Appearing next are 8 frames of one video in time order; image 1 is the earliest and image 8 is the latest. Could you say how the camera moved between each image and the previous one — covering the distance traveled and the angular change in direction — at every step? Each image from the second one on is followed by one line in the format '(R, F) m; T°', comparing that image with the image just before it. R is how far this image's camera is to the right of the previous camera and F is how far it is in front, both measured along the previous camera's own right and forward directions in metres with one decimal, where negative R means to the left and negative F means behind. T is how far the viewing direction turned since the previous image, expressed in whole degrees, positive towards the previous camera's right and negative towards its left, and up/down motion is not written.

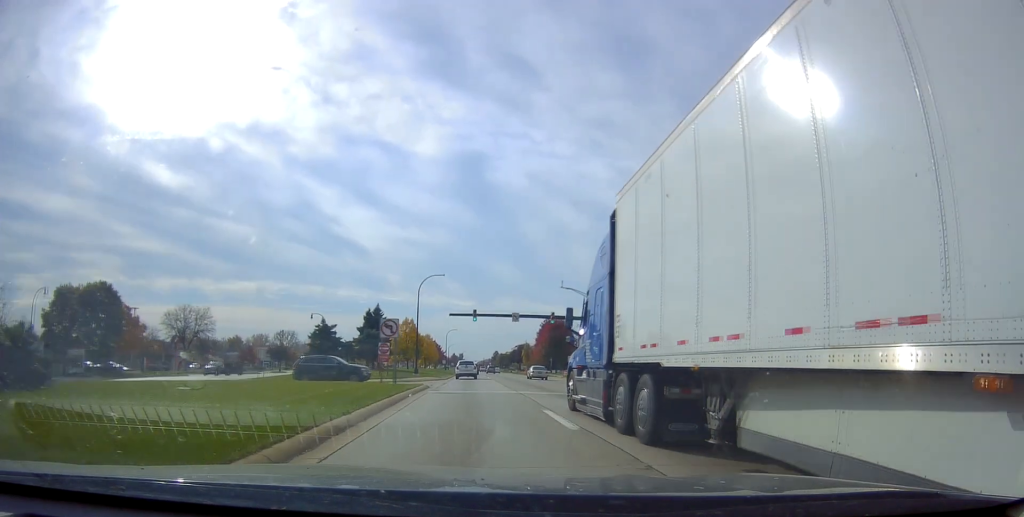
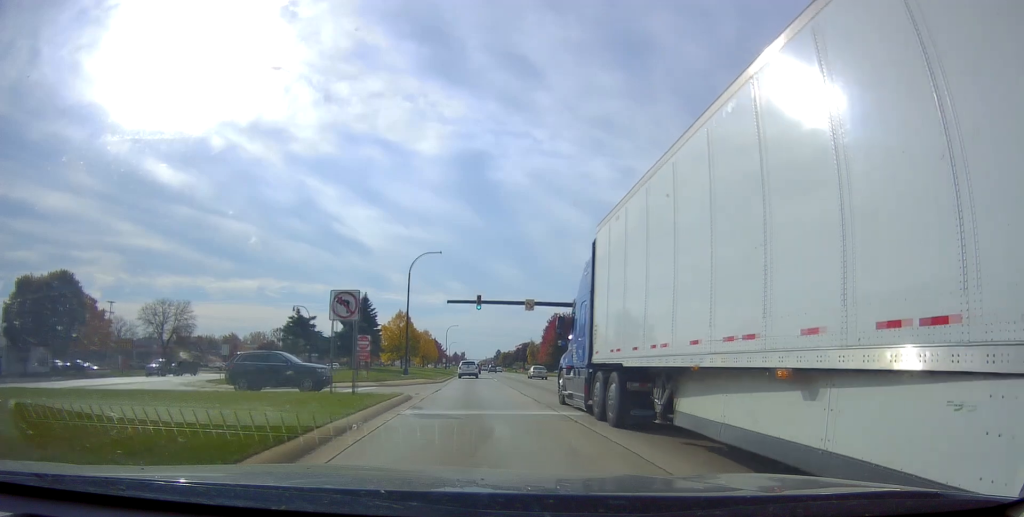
(+0.1, +10.9) m; -1°
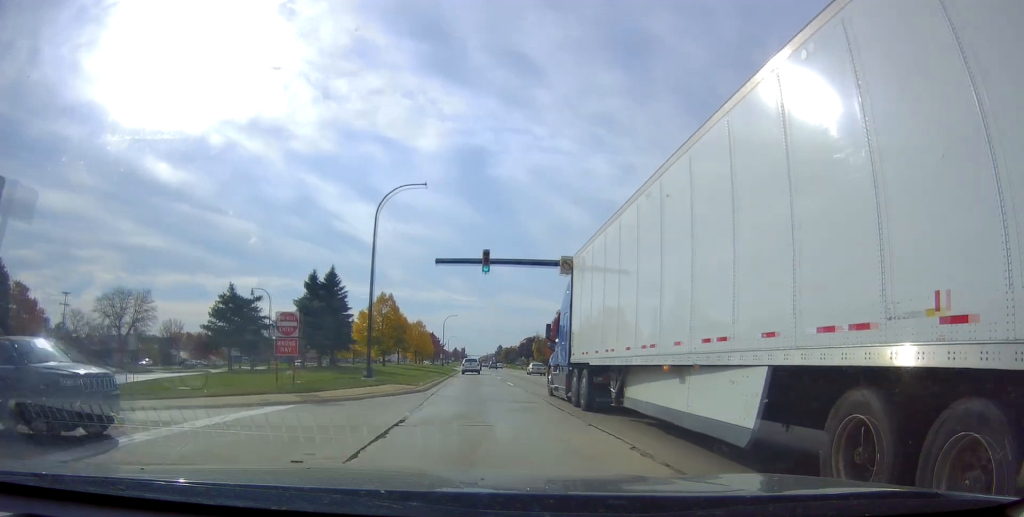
(-0.4, +16.7) m; -2°
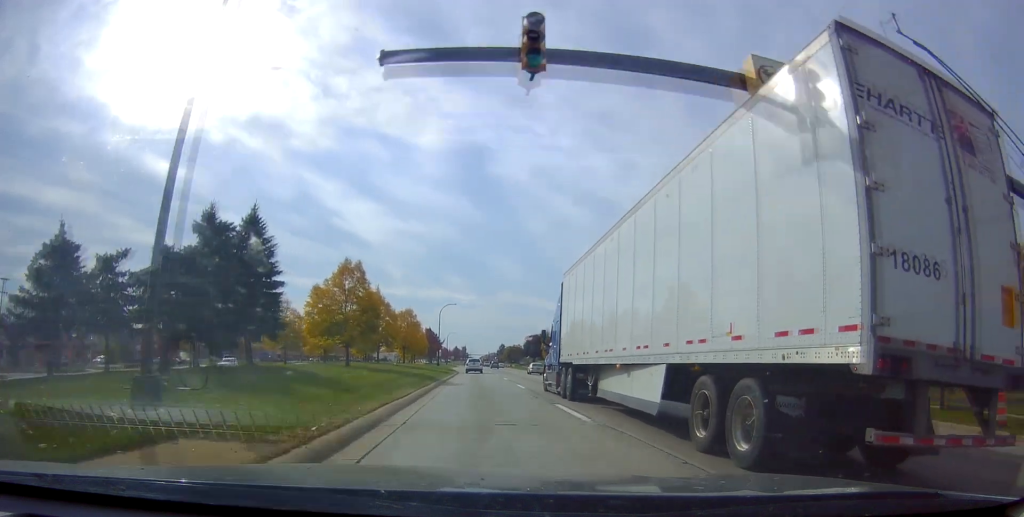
(-0.3, +19.7) m; +1°
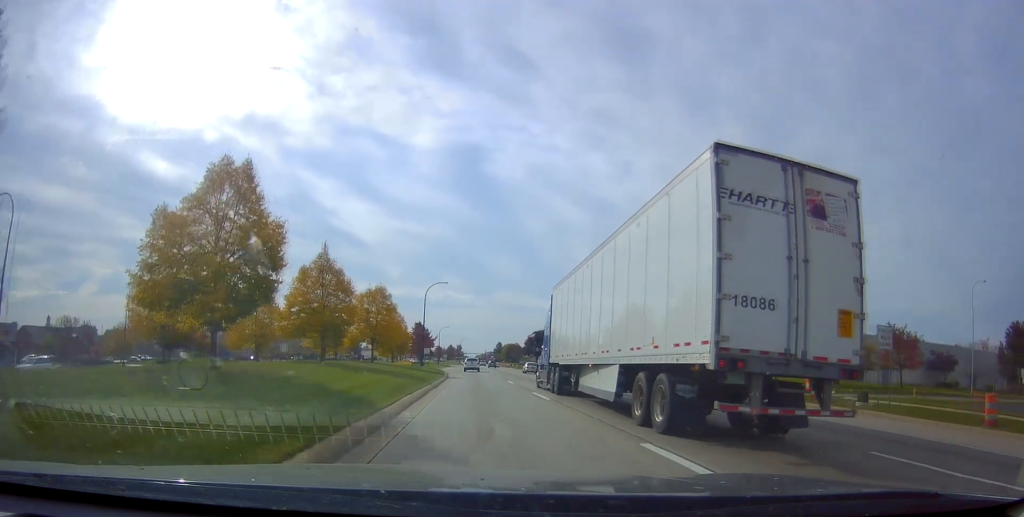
(+0.7, +23.1) m; 0°
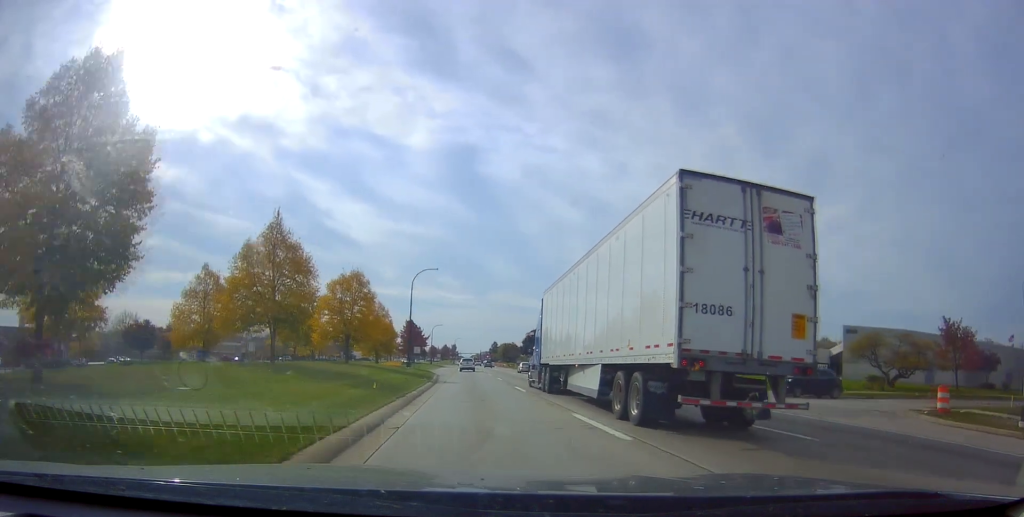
(-0.2, +9.9) m; 0°
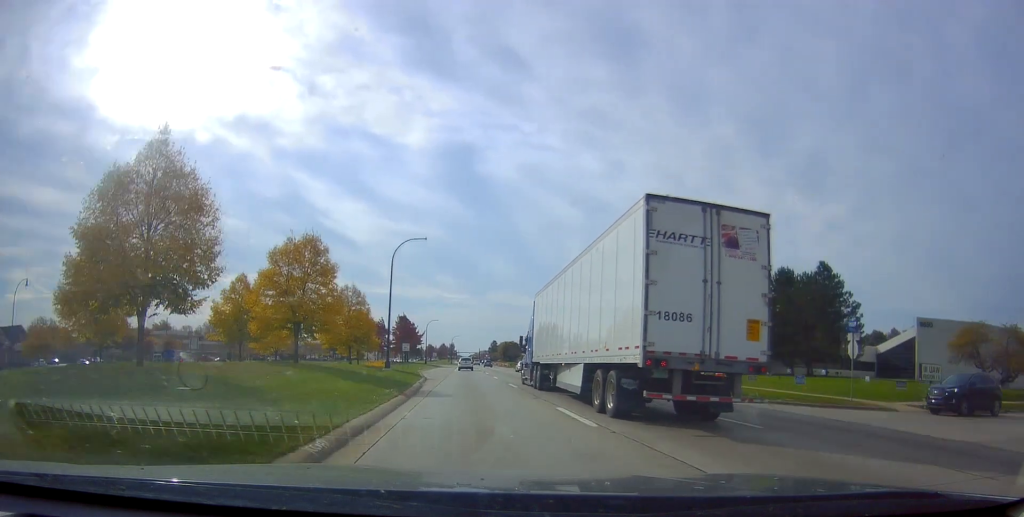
(-0.5, +13.7) m; 0°
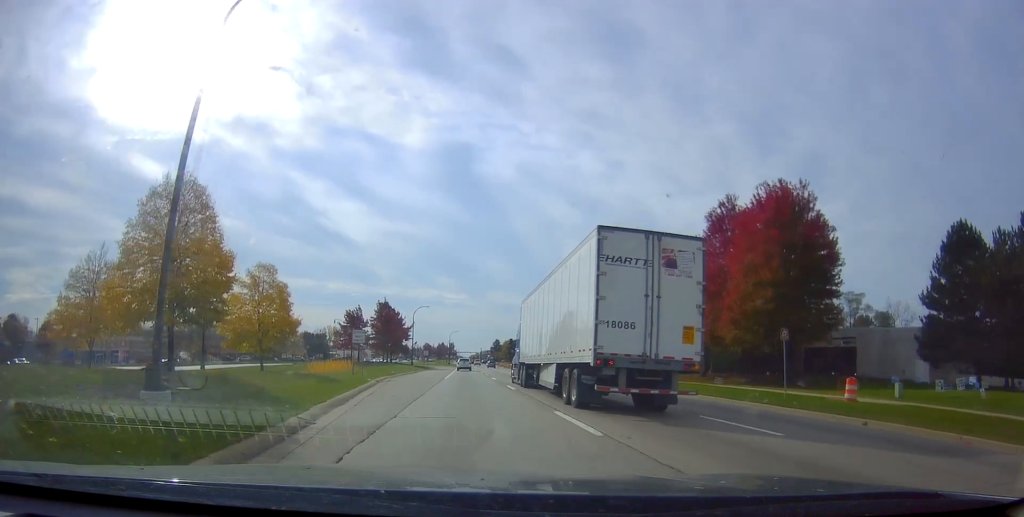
(+0.1, +31.9) m; 0°
